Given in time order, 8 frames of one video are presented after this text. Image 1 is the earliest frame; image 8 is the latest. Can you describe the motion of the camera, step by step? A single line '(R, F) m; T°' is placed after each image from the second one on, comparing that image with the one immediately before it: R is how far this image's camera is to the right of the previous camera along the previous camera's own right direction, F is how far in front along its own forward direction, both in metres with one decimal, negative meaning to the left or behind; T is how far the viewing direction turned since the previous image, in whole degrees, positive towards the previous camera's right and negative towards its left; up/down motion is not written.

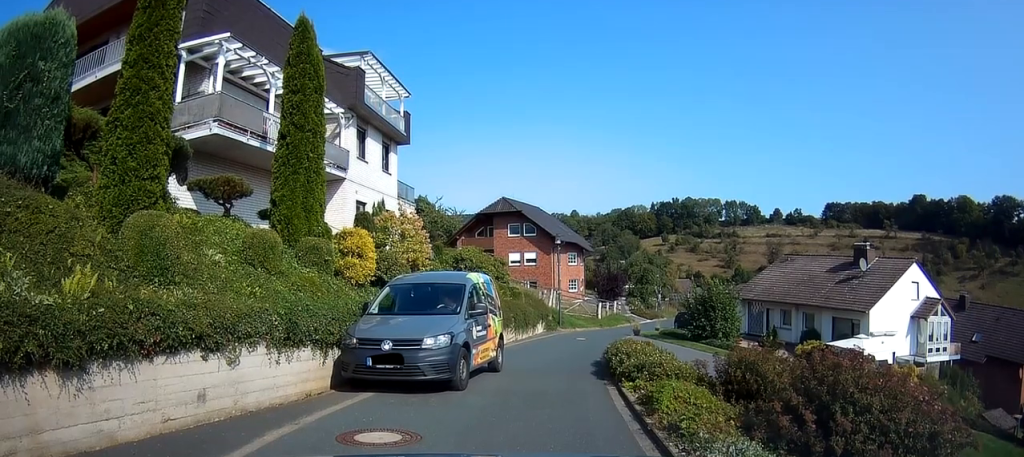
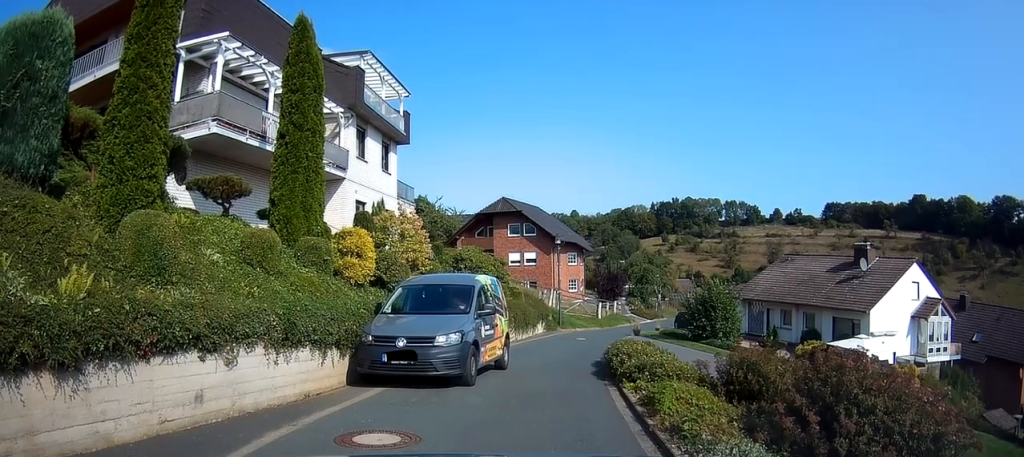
(0.0, +0.3) m; 0°
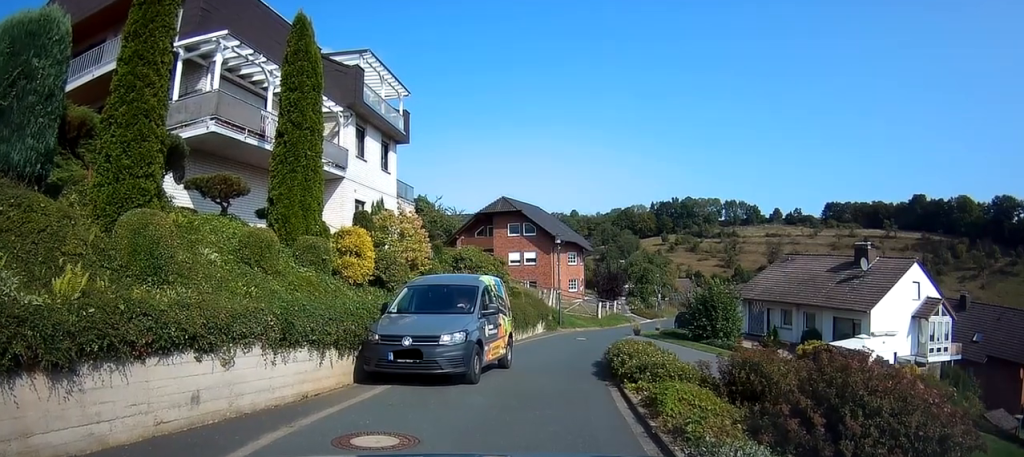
(-0.1, +0.1) m; 0°
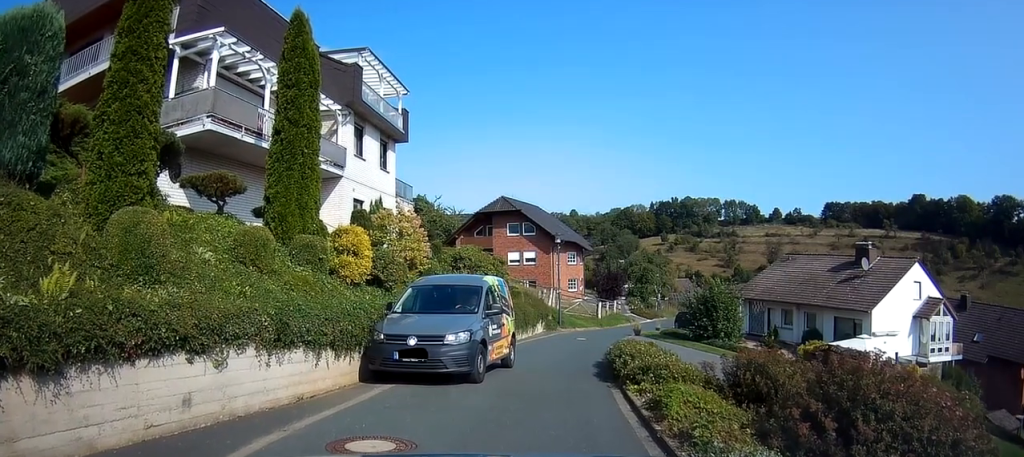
(-0.1, +0.1) m; 0°
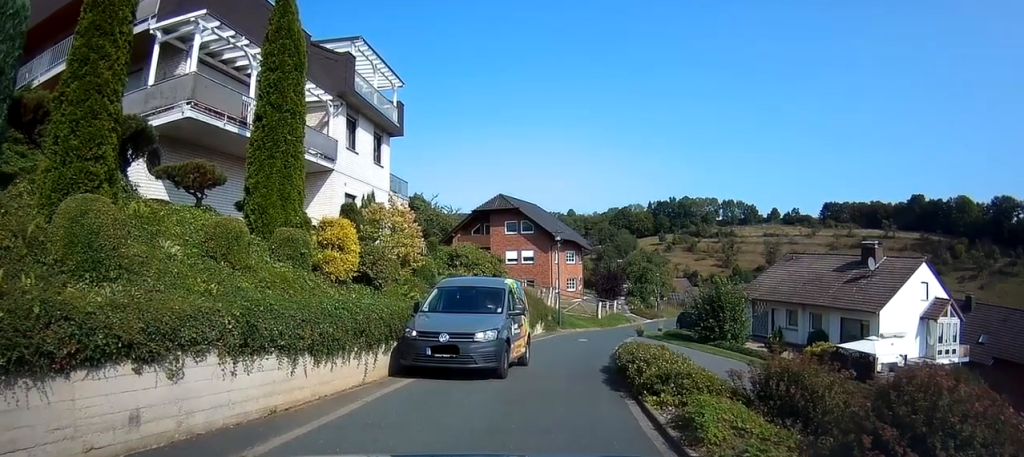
(-0.4, +0.6) m; 0°
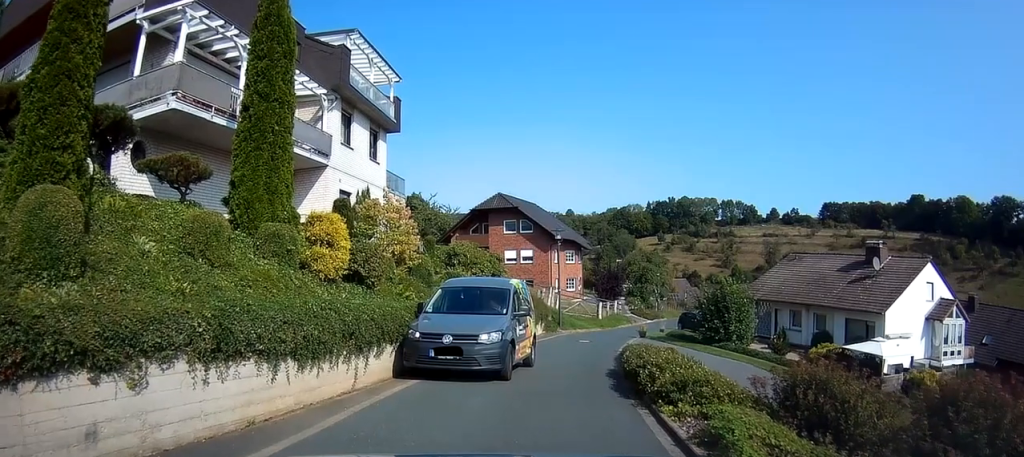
(0.0, +0.4) m; 0°
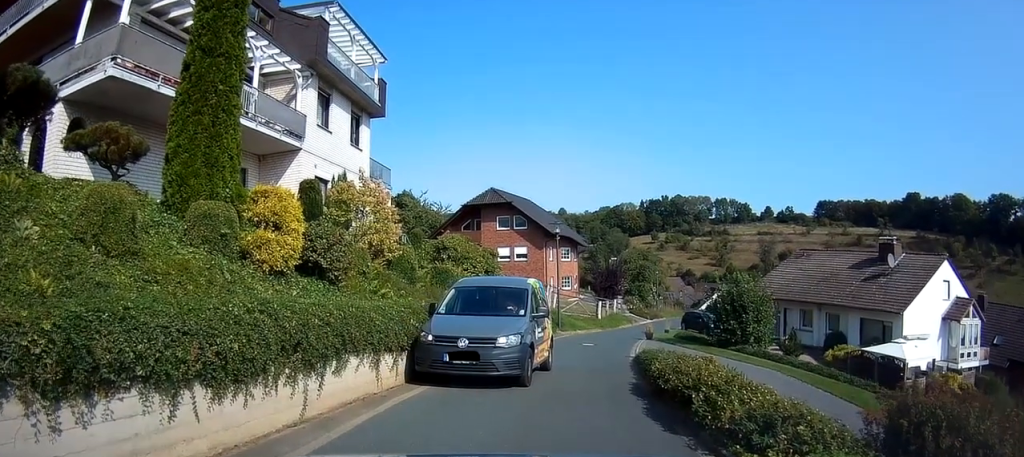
(0.0, +1.1) m; 0°
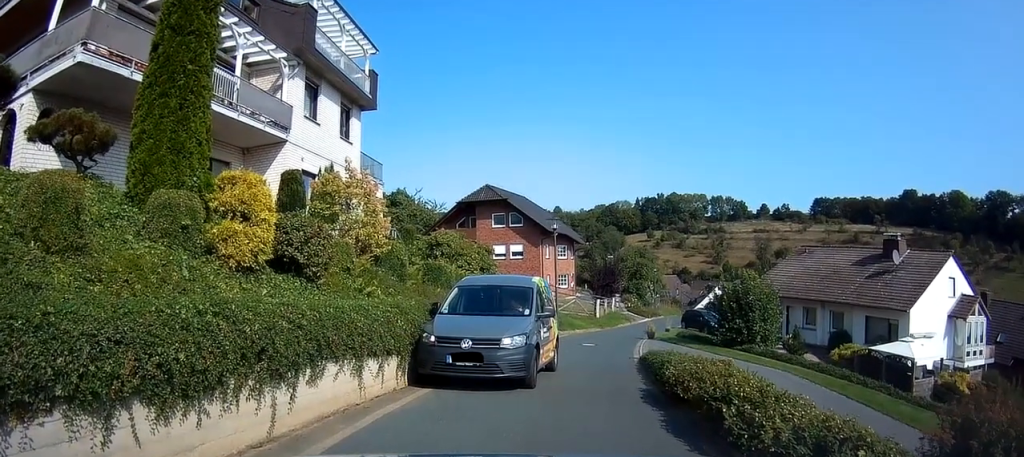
(0.0, +0.6) m; 0°
